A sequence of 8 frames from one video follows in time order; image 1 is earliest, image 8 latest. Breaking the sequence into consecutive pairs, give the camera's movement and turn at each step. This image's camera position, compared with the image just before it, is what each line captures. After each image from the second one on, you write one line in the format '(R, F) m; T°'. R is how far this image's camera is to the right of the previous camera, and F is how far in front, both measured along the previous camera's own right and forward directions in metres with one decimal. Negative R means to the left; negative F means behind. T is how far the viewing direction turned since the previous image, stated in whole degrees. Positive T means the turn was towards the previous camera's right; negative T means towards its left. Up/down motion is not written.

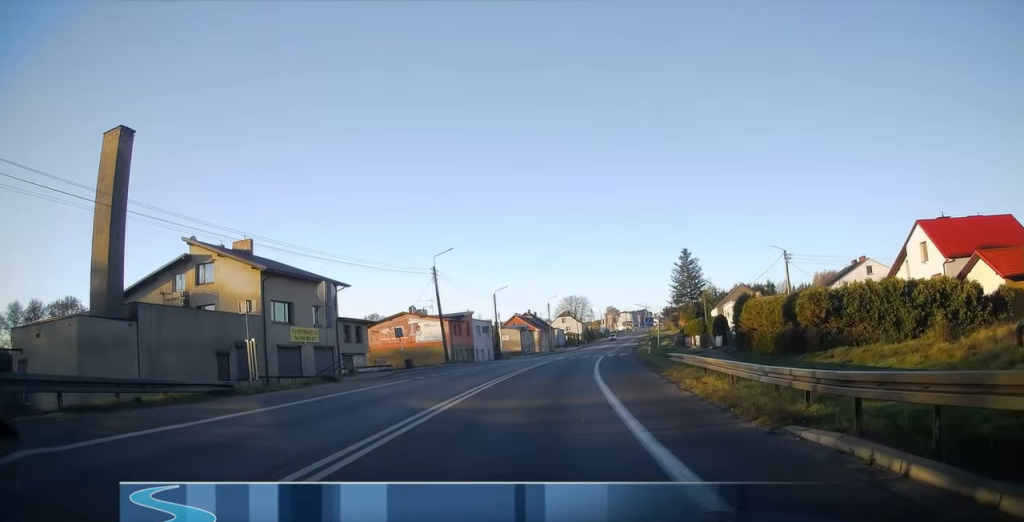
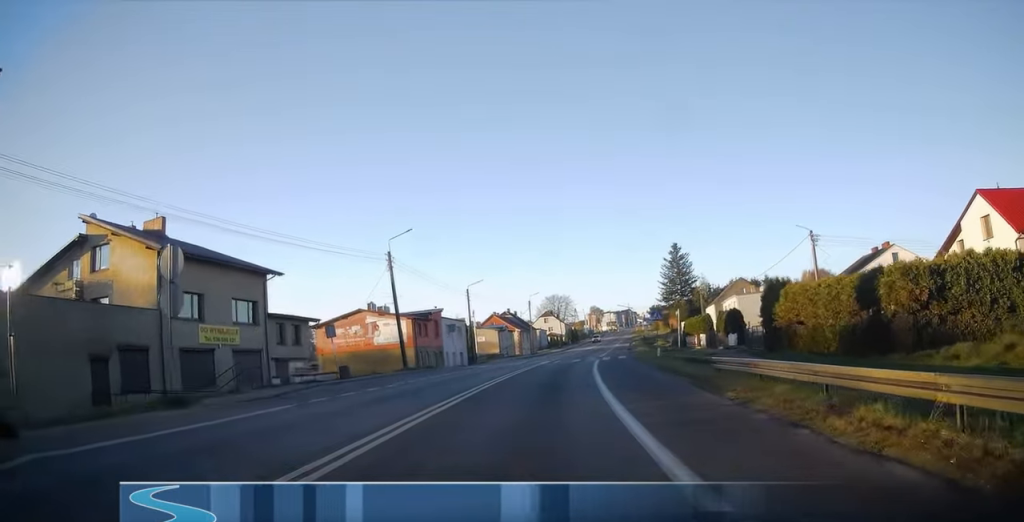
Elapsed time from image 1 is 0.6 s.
(-0.3, +9.9) m; +3°
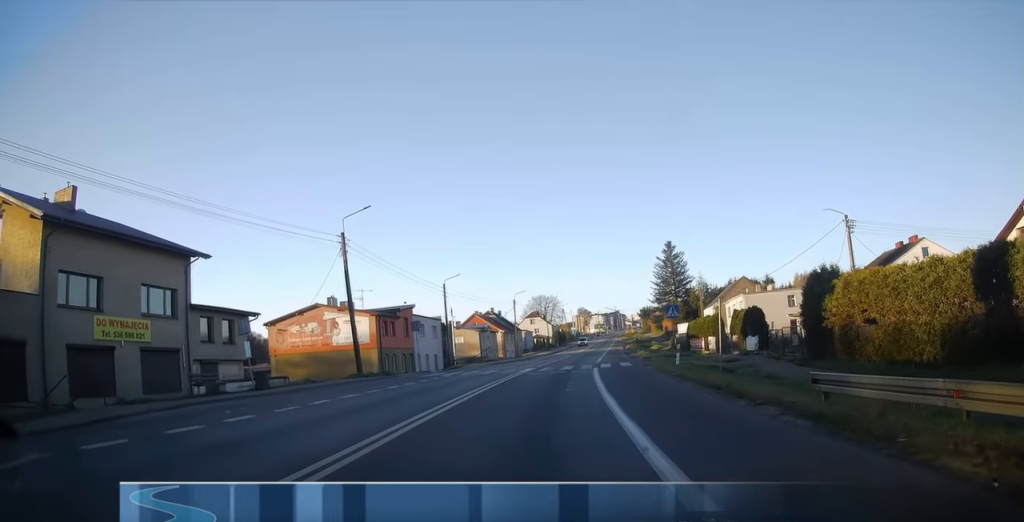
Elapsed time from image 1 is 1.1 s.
(+0.7, +8.0) m; +3°
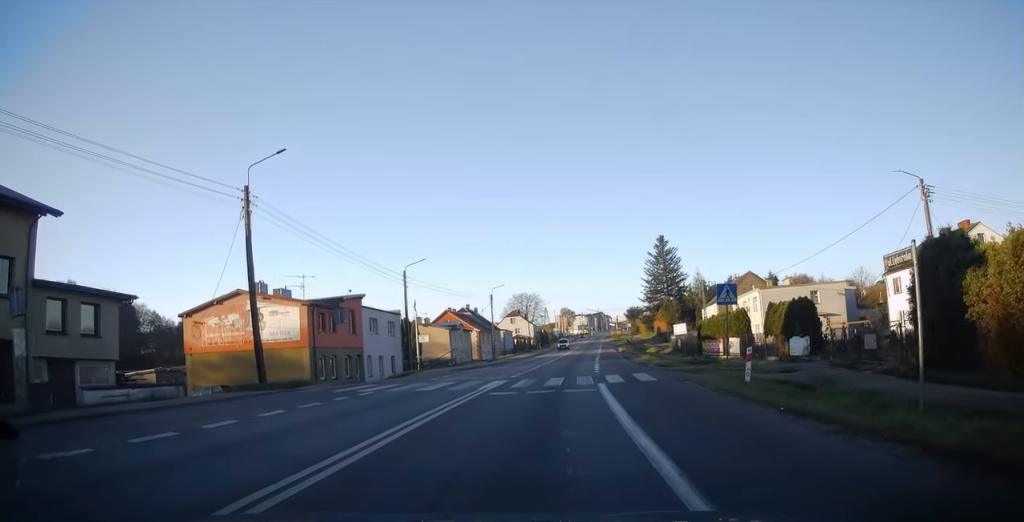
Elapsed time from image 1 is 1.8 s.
(+0.5, +11.0) m; +4°
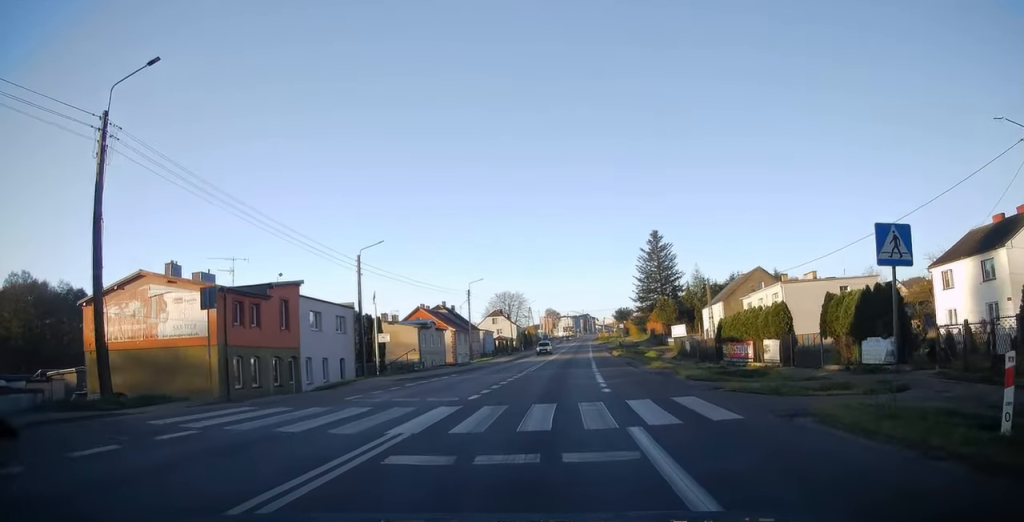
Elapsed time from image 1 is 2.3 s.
(+0.2, +9.7) m; +2°
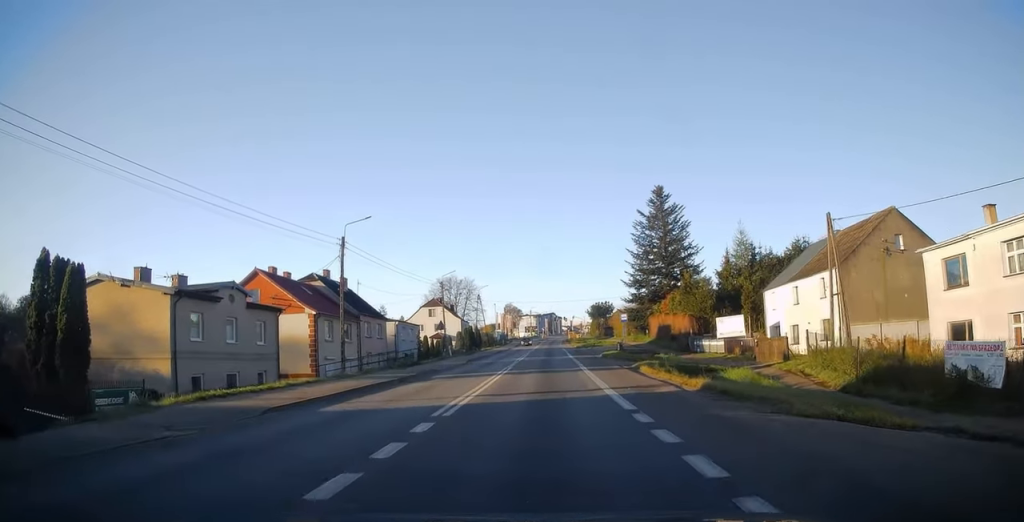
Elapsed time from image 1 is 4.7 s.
(+1.4, +38.4) m; +2°
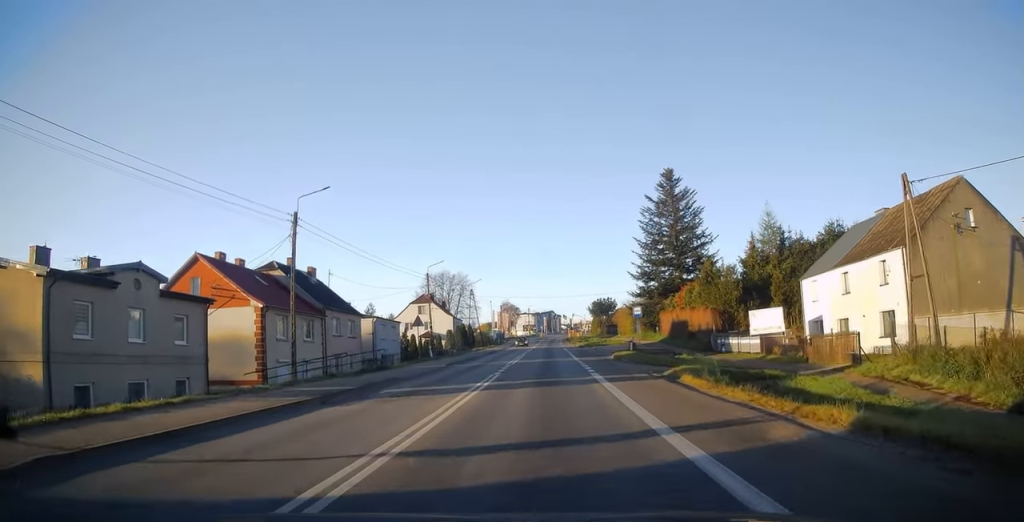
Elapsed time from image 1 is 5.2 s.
(0.0, +8.1) m; 0°
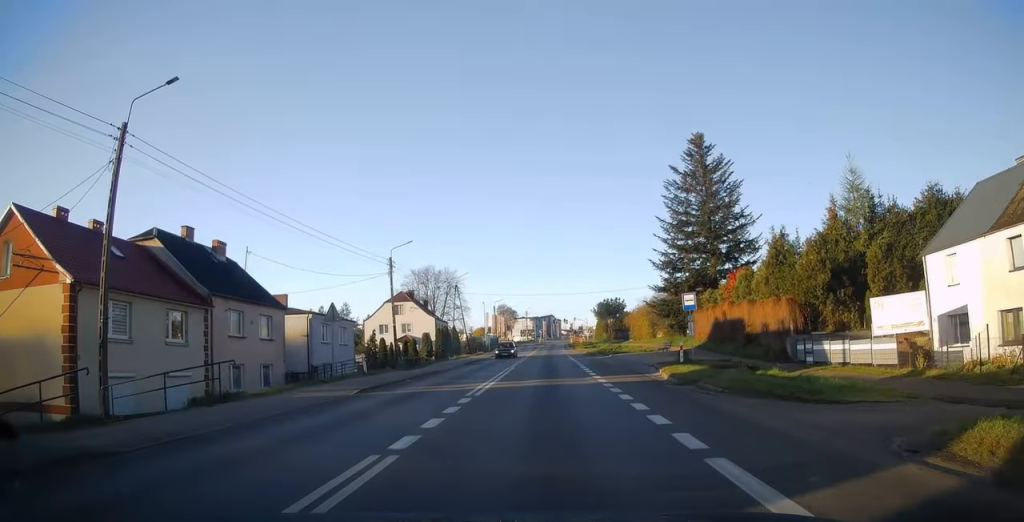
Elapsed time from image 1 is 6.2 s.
(+0.2, +15.9) m; +1°
